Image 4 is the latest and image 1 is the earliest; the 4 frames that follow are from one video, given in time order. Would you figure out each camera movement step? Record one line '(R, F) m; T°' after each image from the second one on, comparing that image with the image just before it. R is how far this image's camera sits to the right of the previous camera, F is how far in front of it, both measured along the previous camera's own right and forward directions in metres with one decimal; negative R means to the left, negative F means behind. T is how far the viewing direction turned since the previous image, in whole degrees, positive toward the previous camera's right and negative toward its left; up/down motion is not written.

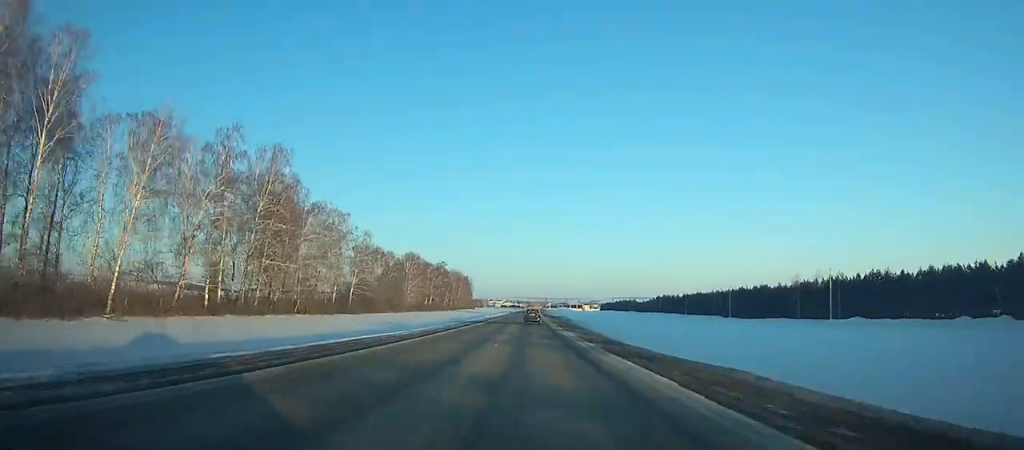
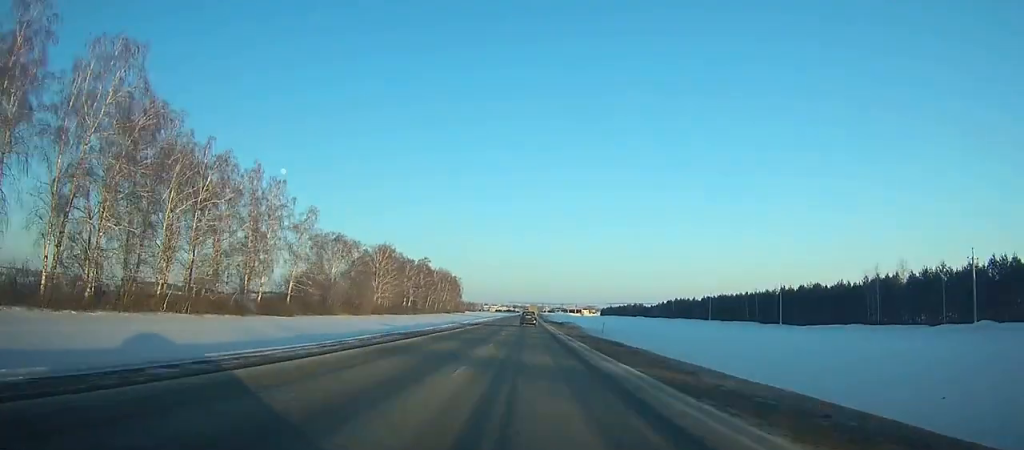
(-0.2, +35.7) m; 0°
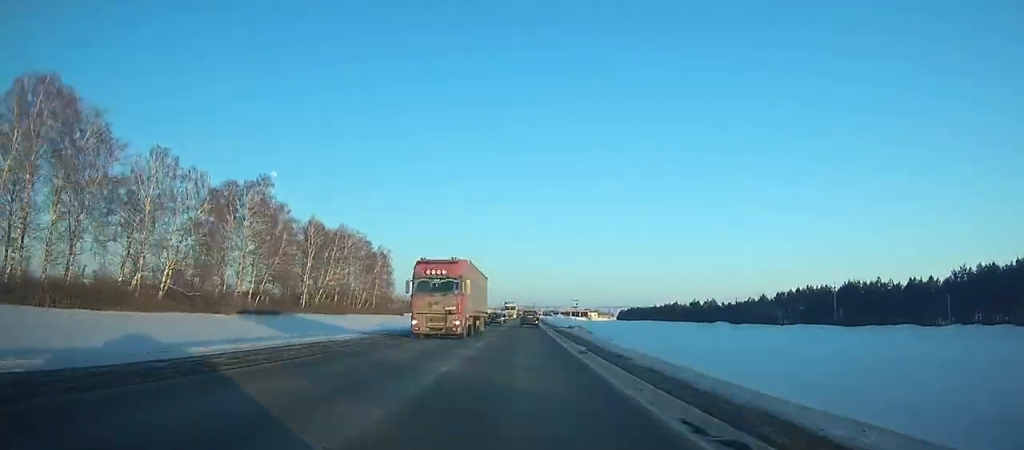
(+0.5, +146.1) m; +1°
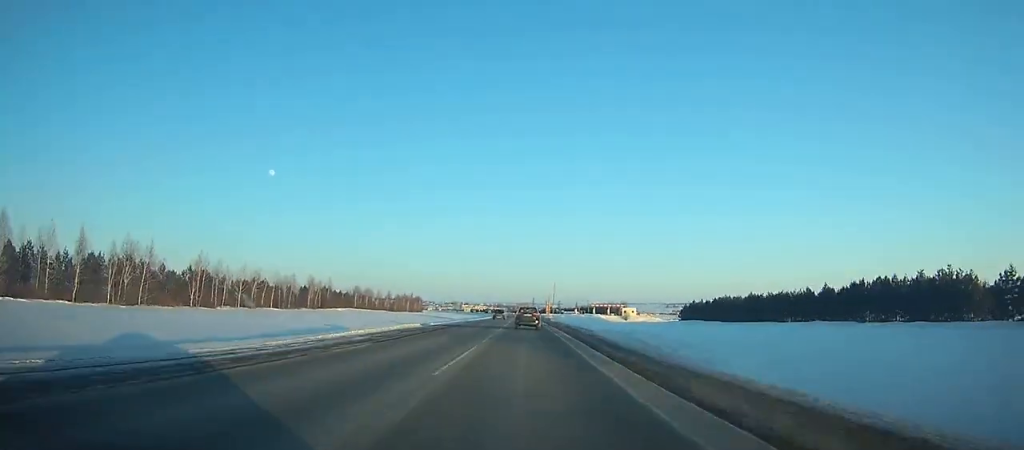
(+0.9, +162.7) m; 0°
